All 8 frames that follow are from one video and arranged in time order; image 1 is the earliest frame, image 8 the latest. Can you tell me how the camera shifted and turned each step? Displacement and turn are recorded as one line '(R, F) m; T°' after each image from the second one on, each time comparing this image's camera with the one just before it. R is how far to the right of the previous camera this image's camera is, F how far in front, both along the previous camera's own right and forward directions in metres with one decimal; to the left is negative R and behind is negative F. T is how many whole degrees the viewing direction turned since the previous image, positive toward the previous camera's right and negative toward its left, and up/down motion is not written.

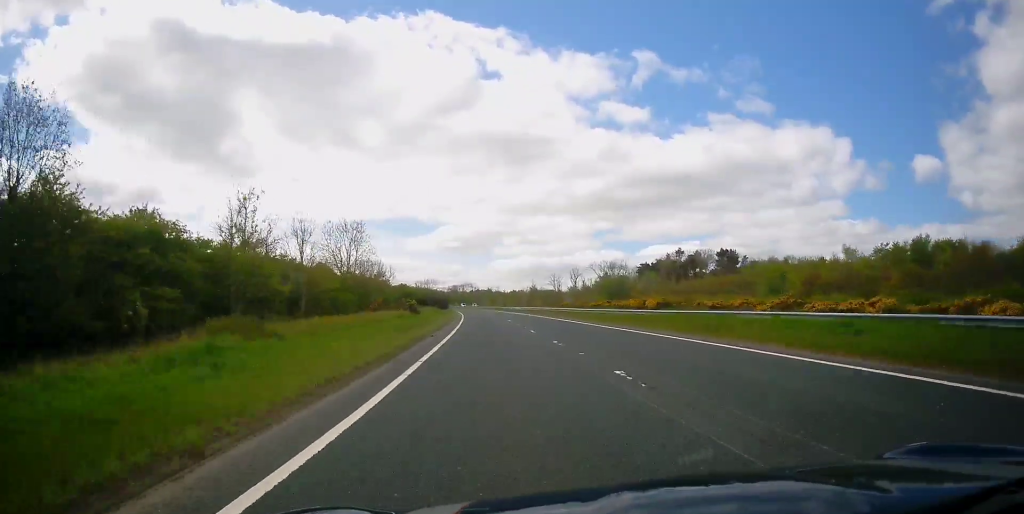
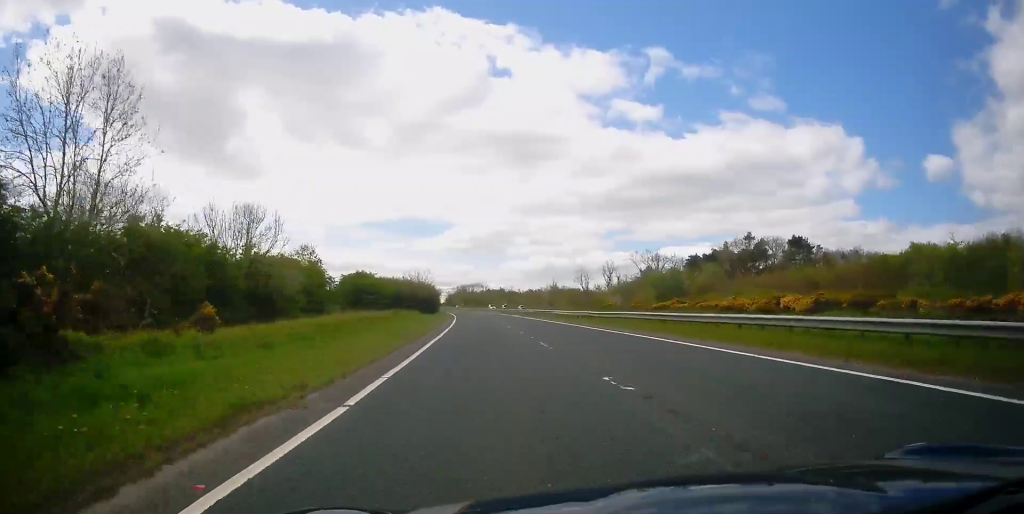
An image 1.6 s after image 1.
(-0.1, +45.6) m; 0°
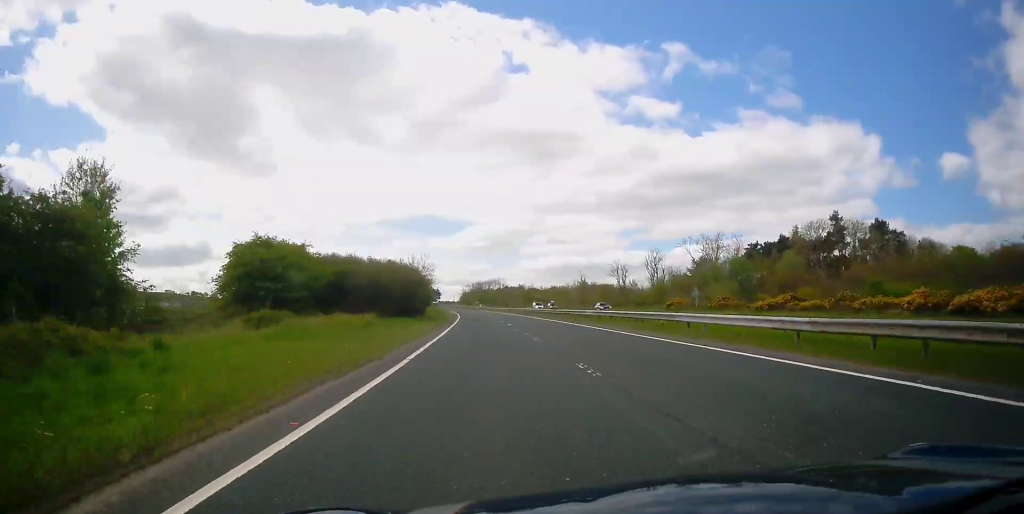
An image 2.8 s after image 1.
(0.0, +33.5) m; -1°
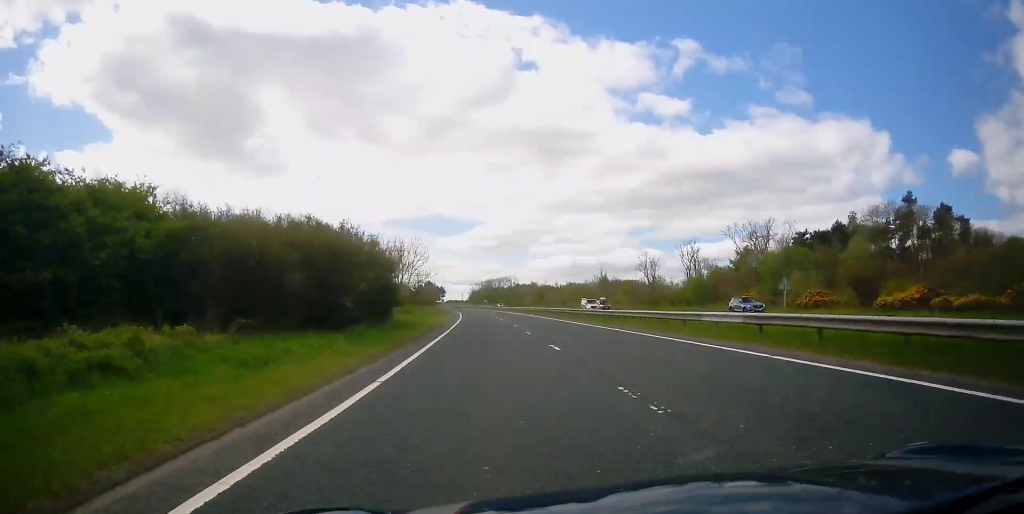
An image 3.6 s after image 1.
(-0.3, +21.3) m; -1°
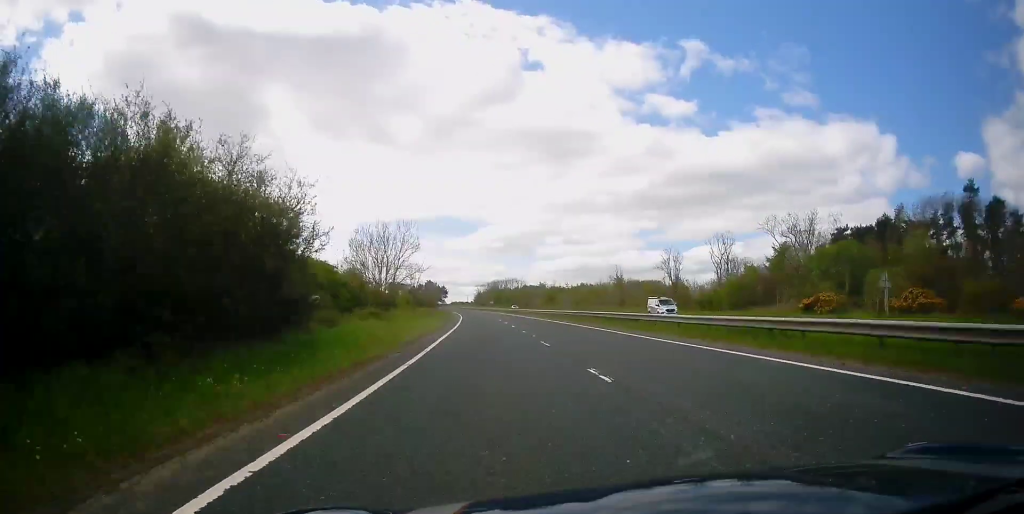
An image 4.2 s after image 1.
(-0.2, +15.7) m; -1°
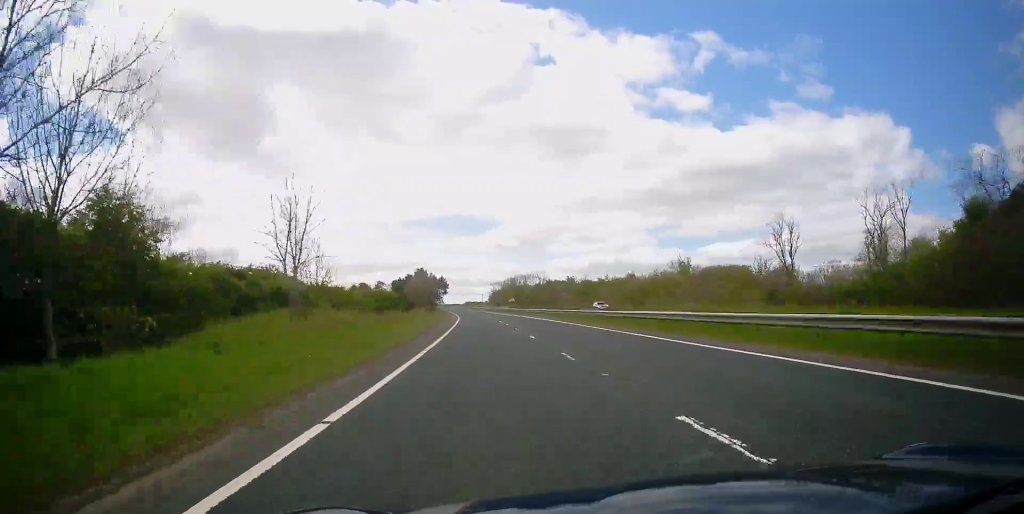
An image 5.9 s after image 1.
(-0.8, +50.2) m; -2°
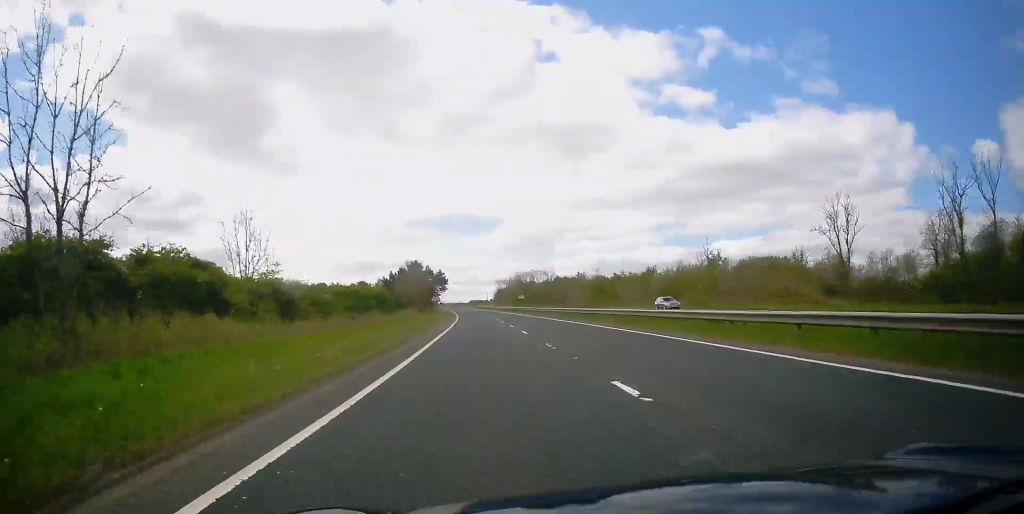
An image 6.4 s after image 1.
(-0.1, +14.9) m; 0°
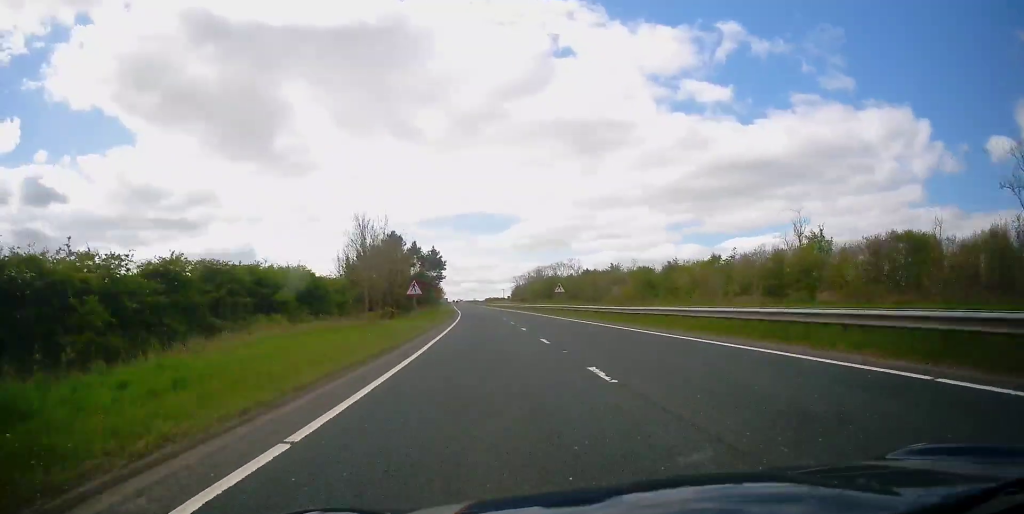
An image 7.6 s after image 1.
(-0.2, +34.1) m; -1°
